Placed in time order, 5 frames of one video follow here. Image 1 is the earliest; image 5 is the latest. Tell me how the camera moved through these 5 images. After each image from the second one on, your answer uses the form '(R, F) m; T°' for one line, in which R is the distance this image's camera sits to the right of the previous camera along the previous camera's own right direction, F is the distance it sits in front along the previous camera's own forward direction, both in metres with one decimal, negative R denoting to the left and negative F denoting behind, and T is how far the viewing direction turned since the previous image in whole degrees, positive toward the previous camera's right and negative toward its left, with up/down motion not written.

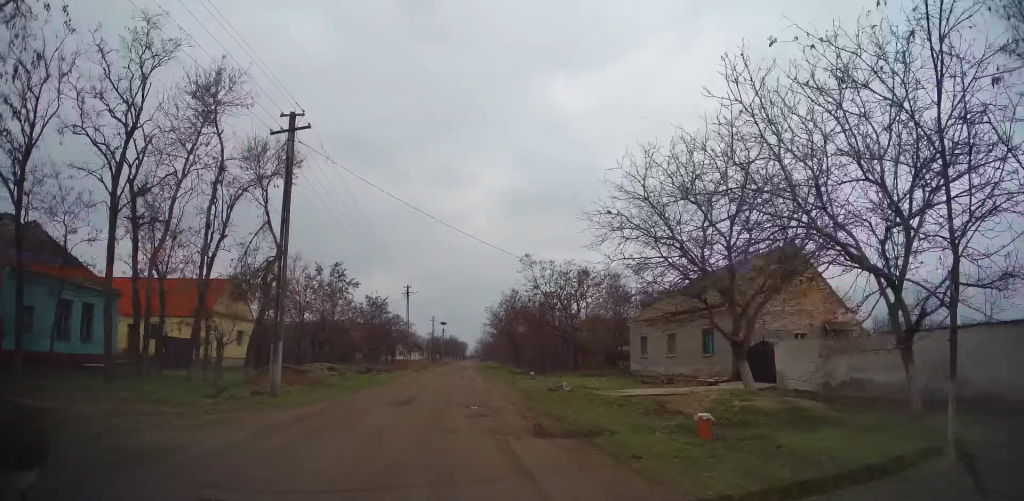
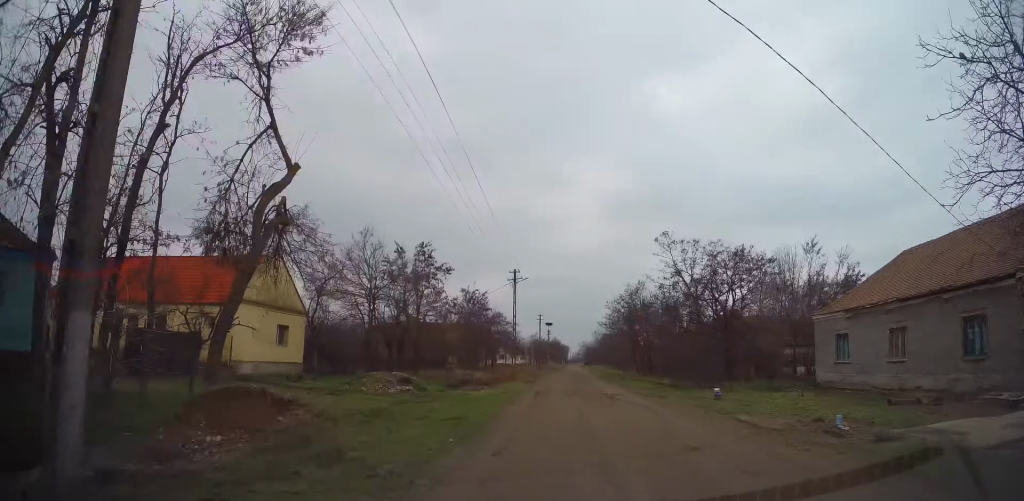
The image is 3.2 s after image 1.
(-1.5, +13.8) m; -3°
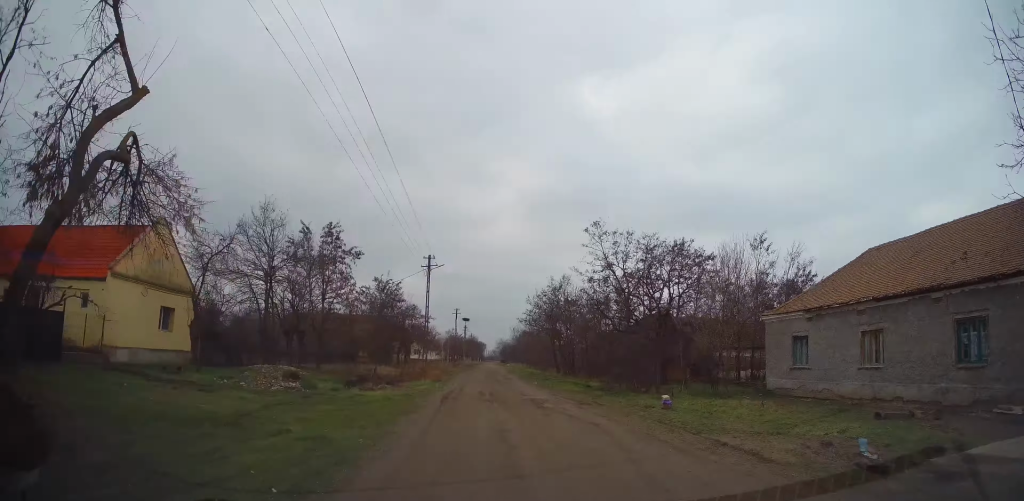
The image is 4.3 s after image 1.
(0.0, +3.8) m; +2°
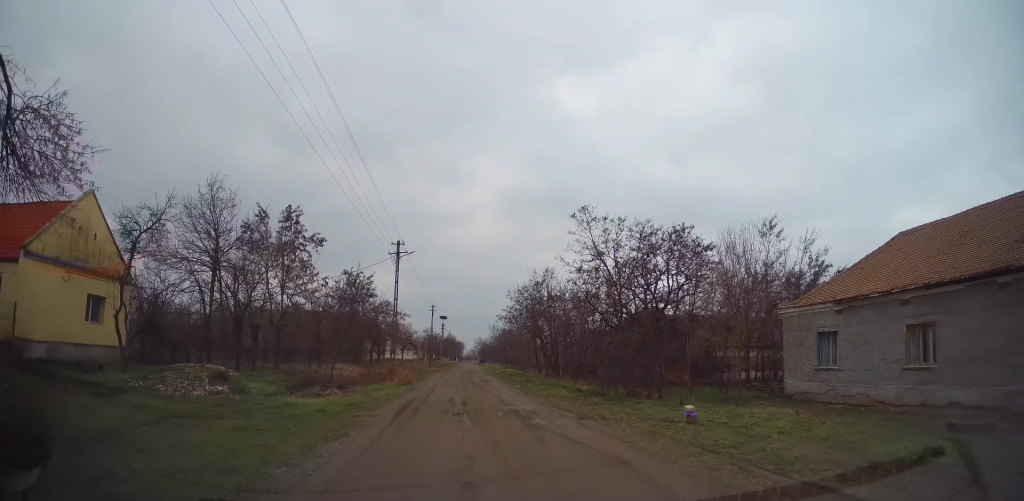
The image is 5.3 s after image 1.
(+0.2, +3.7) m; +5°
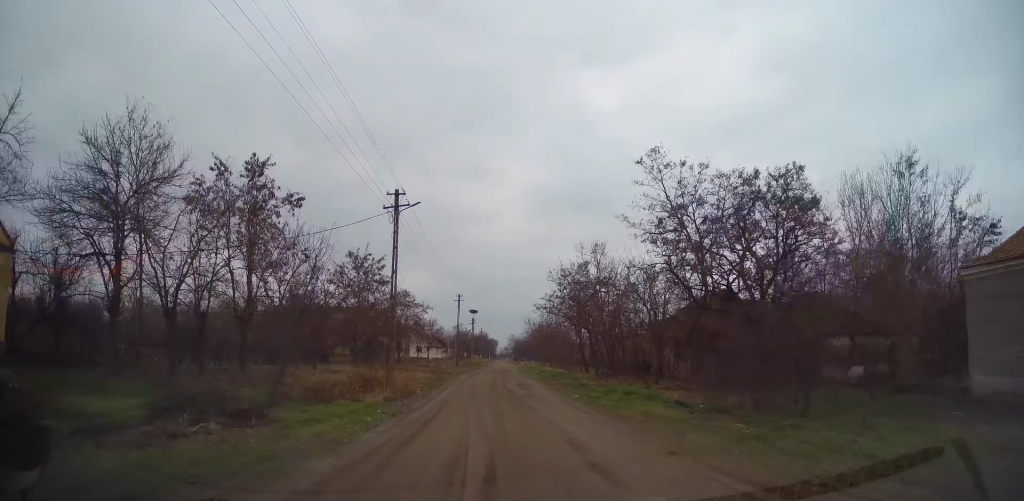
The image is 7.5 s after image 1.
(+0.4, +9.0) m; -3°
